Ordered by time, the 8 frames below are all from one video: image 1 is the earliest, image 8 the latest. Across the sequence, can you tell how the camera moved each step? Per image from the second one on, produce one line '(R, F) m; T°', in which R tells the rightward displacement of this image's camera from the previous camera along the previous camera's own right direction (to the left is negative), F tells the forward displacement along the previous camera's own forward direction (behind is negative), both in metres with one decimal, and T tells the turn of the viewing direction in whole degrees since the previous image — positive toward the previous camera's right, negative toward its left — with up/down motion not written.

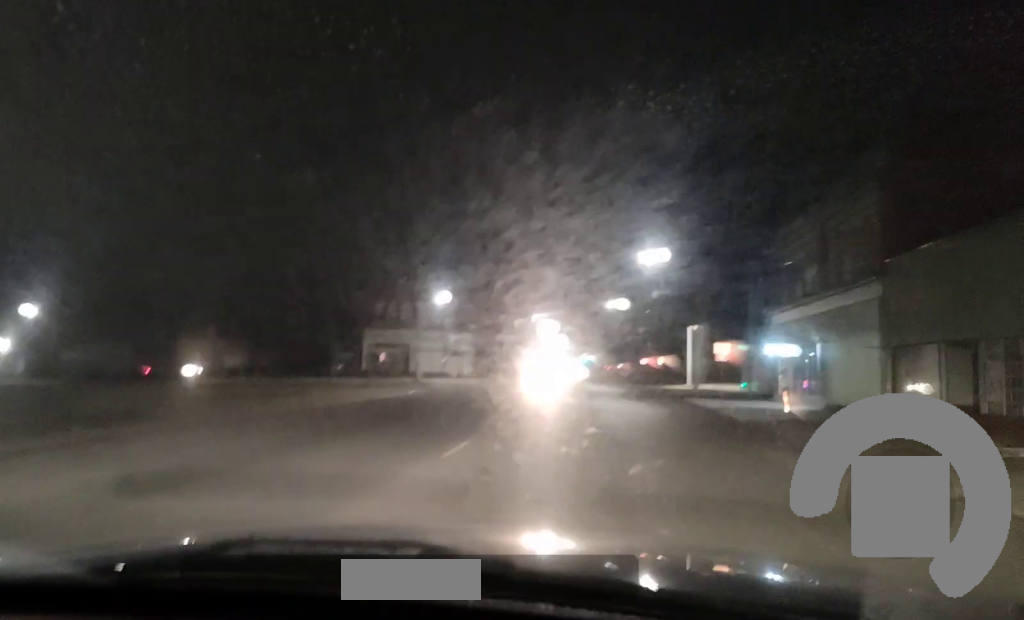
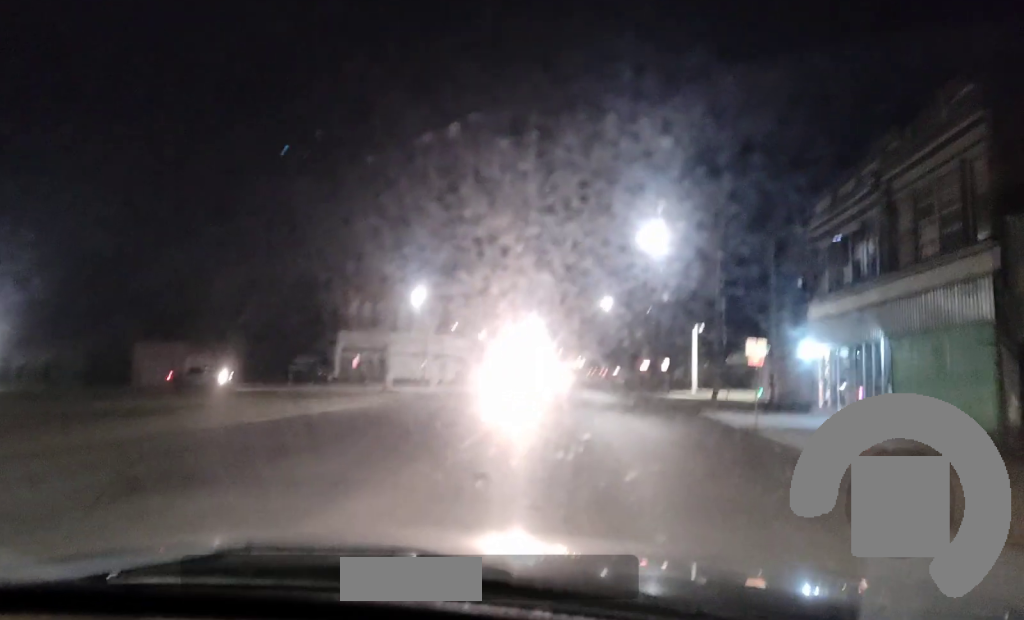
(+0.1, +9.2) m; +2°
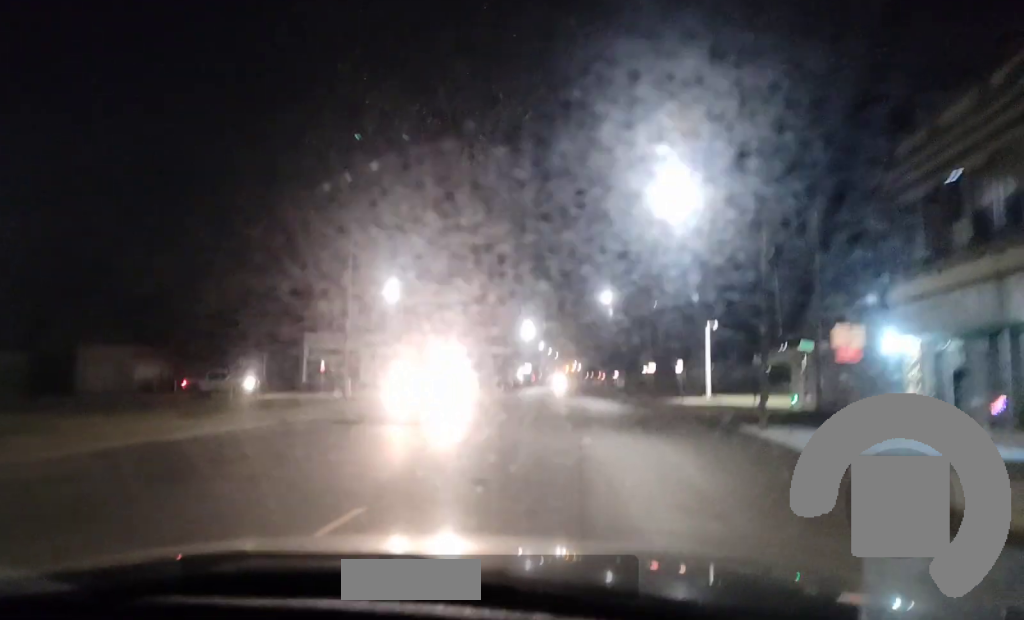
(+0.2, +10.0) m; +1°
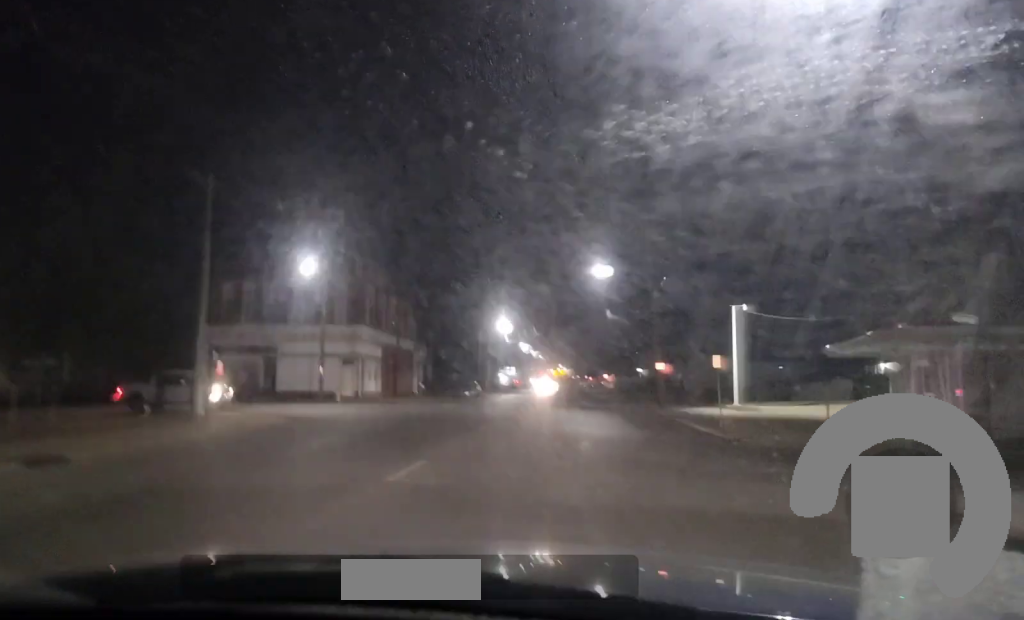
(-0.1, +18.3) m; -1°
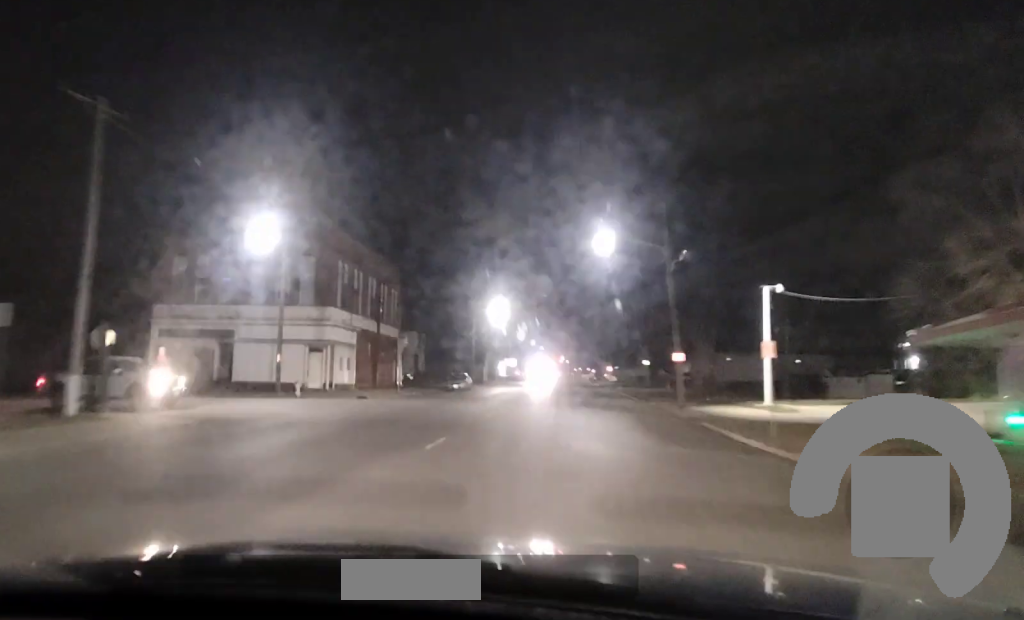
(0.0, +8.5) m; 0°
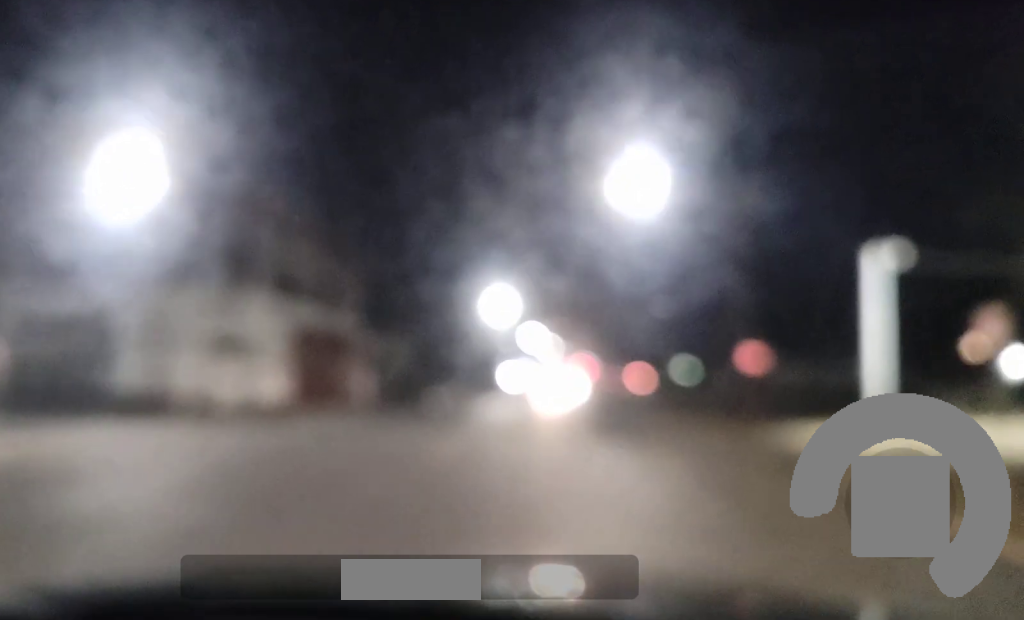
(0.0, +12.0) m; -1°
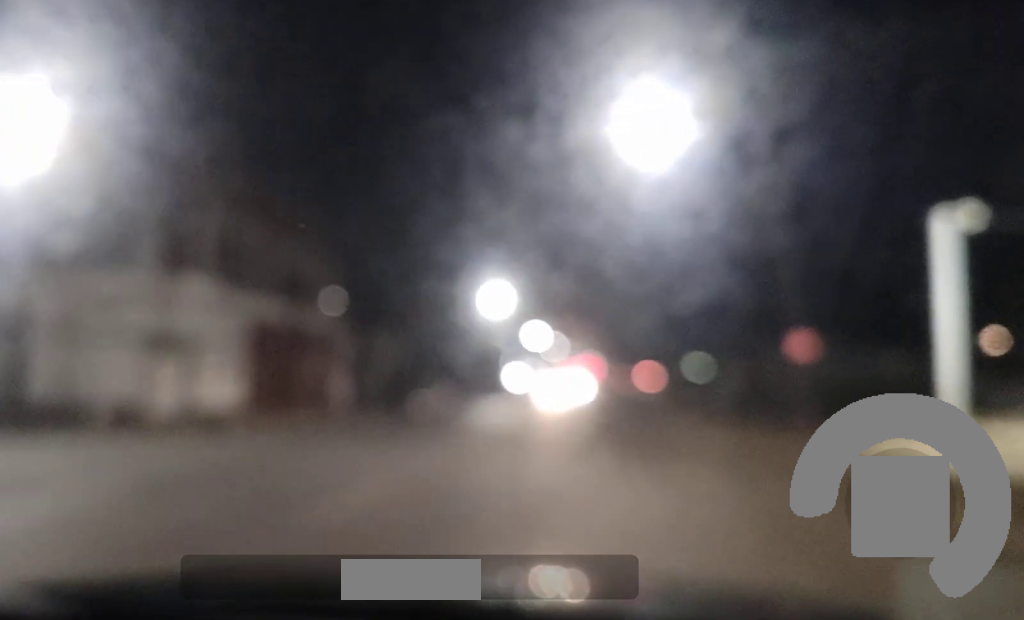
(-0.1, +6.5) m; -1°
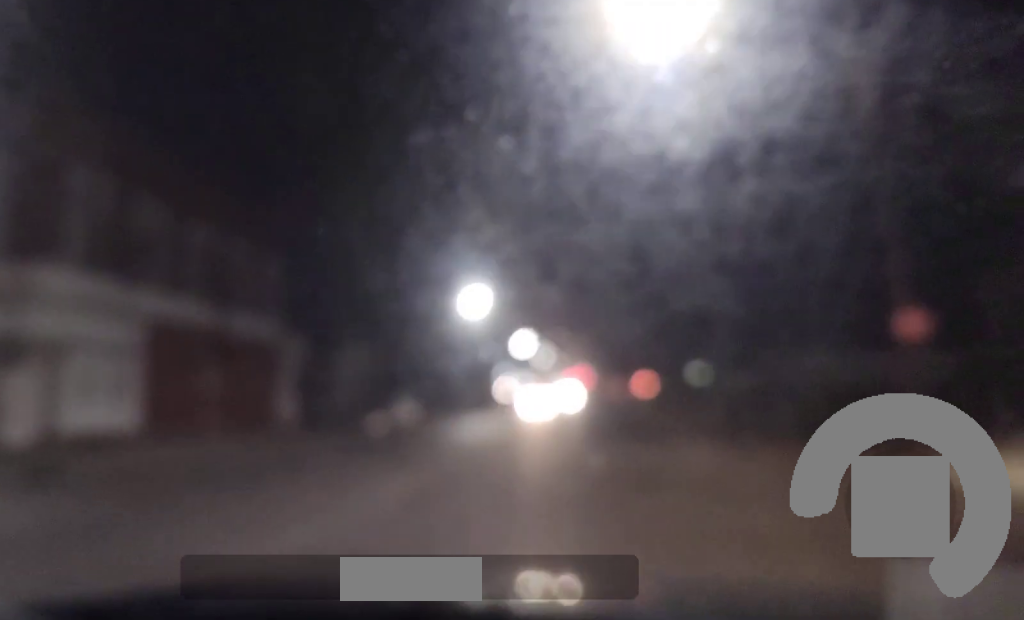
(-0.1, +9.2) m; -1°
